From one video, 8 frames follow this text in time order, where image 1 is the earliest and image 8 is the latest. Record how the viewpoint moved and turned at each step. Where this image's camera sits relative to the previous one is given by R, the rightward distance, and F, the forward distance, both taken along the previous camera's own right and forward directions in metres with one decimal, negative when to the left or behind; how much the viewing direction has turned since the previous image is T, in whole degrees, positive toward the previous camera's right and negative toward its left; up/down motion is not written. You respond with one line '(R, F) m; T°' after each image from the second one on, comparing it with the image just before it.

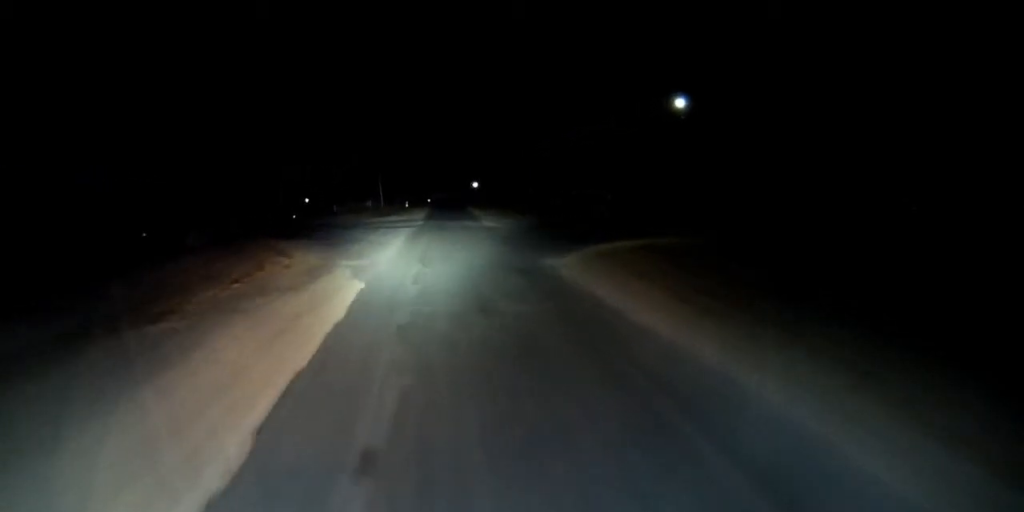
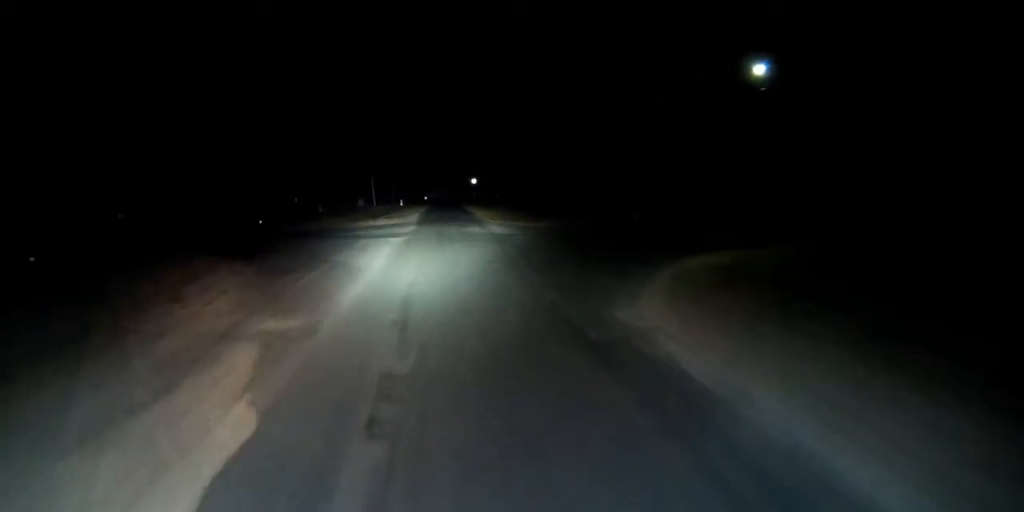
(+0.1, +13.2) m; 0°
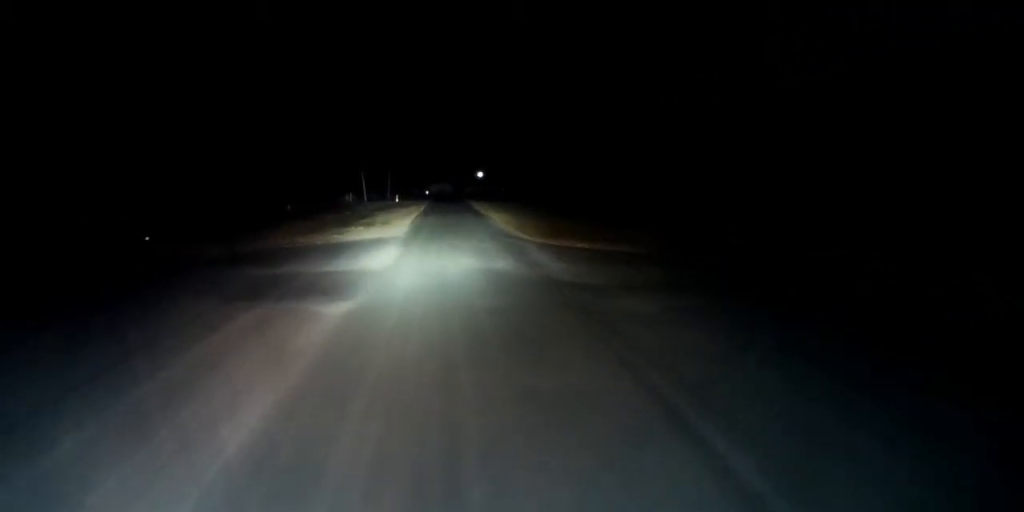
(-0.2, +25.7) m; -1°
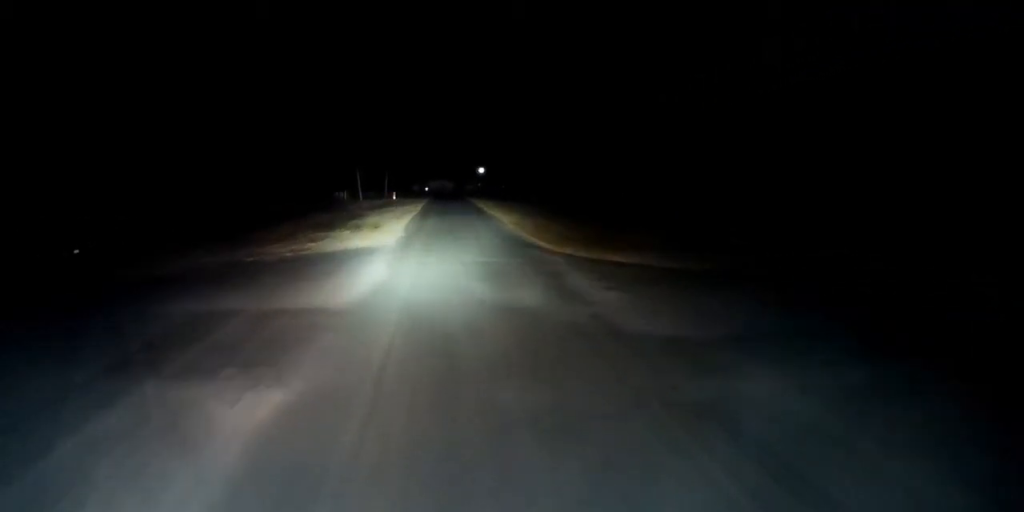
(0.0, +8.3) m; 0°
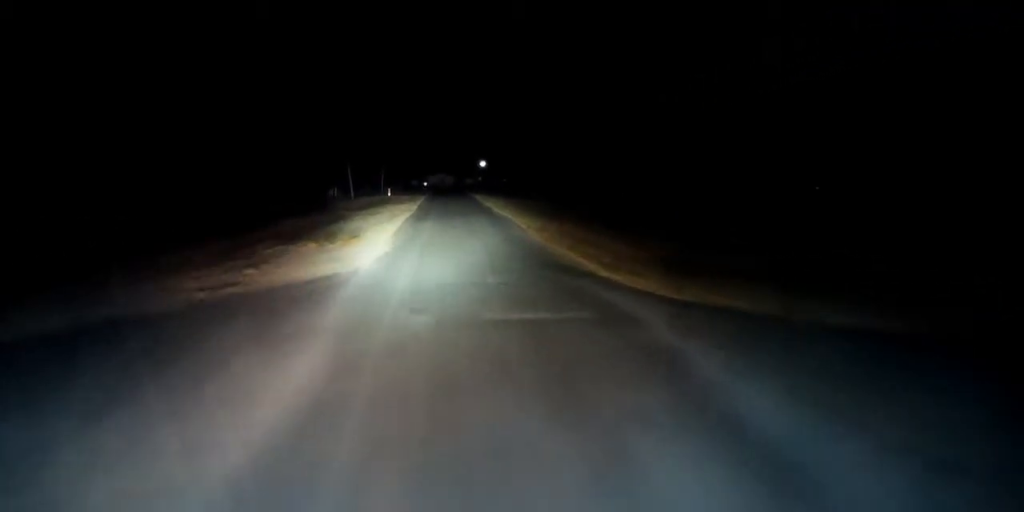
(-0.1, +12.3) m; 0°
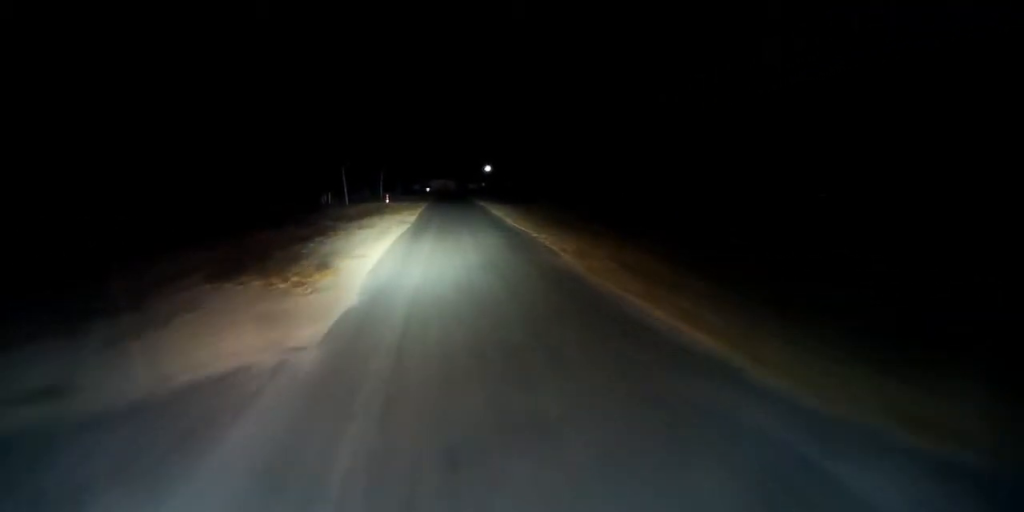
(0.0, +10.9) m; 0°
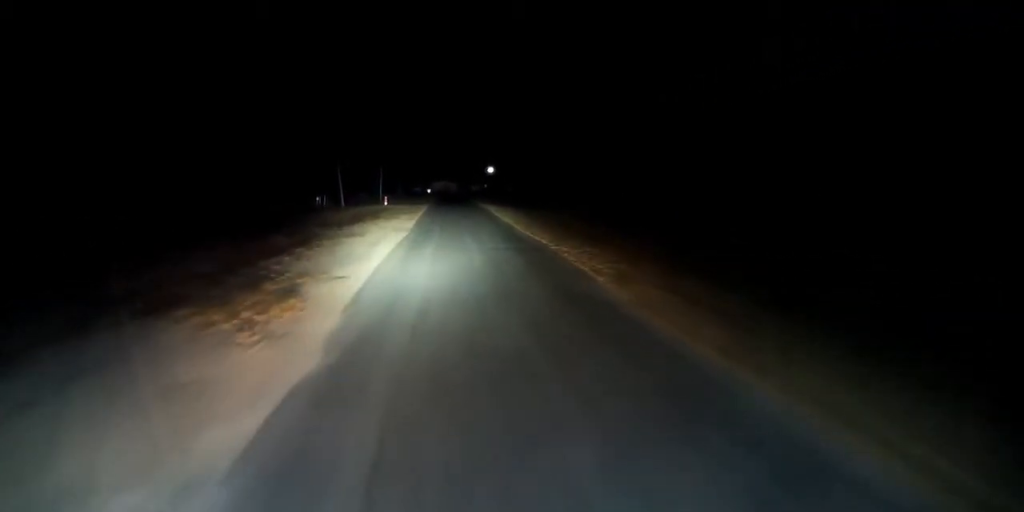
(0.0, +6.4) m; 0°
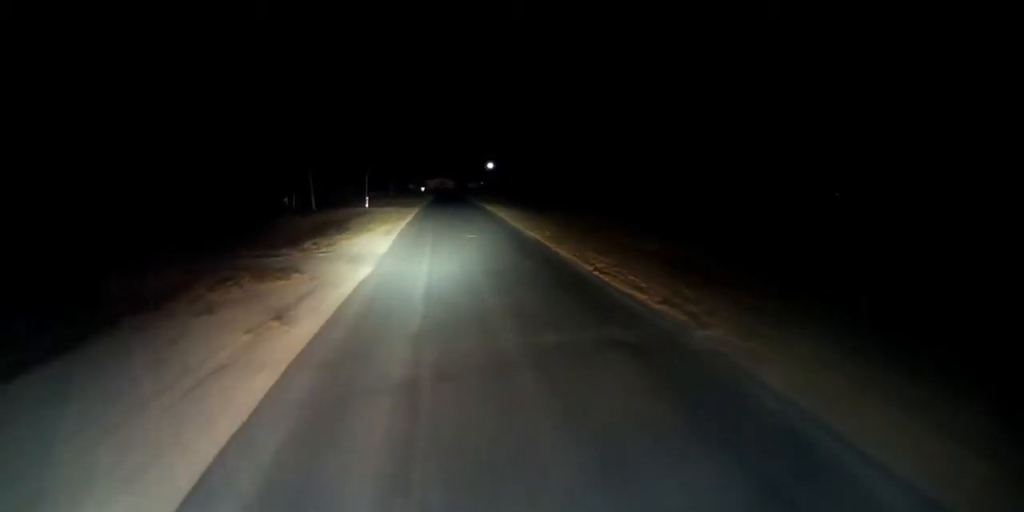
(0.0, +20.6) m; 0°
